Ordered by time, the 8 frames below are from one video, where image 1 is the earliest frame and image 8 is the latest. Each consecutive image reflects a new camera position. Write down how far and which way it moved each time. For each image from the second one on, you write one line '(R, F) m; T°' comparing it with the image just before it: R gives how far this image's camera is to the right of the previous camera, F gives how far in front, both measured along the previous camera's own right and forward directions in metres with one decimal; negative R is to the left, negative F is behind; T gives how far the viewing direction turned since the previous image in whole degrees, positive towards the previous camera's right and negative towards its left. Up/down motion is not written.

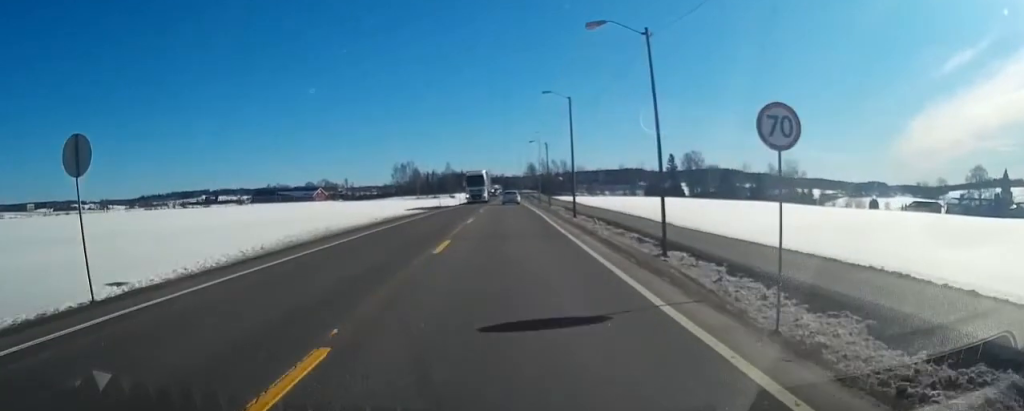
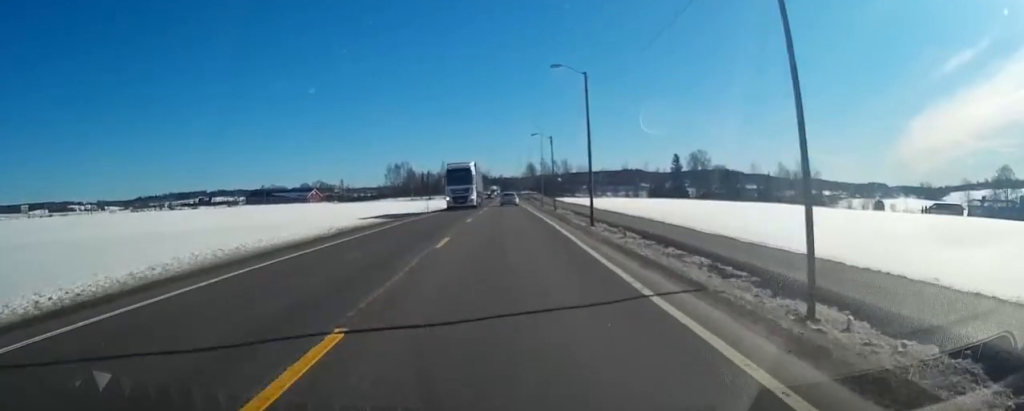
(0.0, +11.3) m; 0°
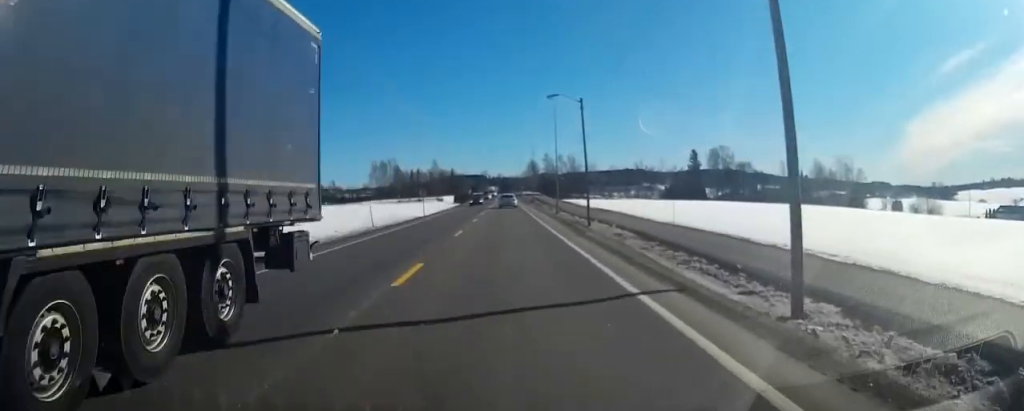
(0.0, +29.3) m; 0°
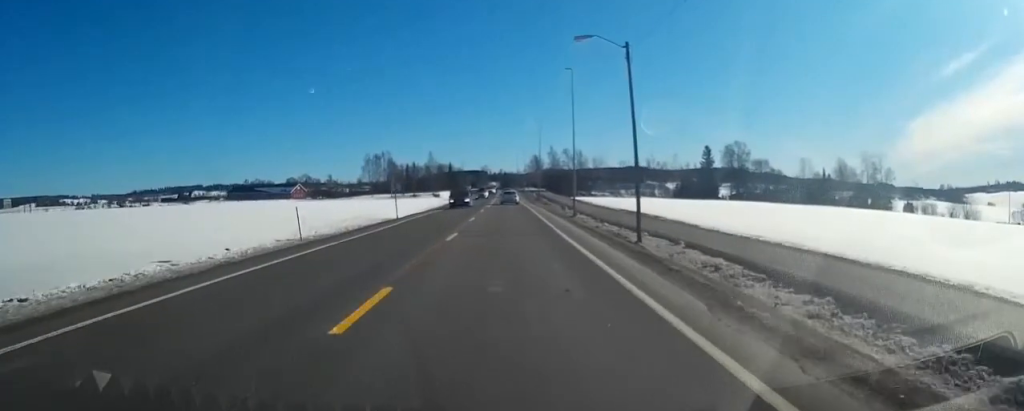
(+0.1, +15.5) m; 0°
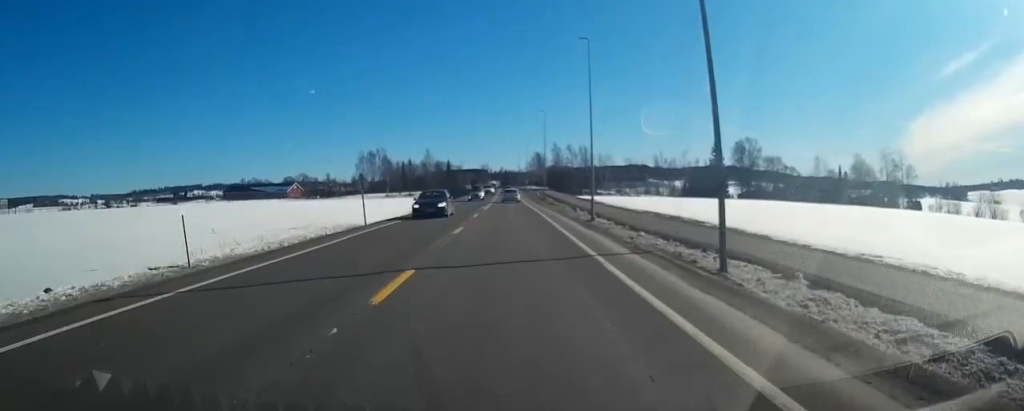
(0.0, +10.3) m; 0°
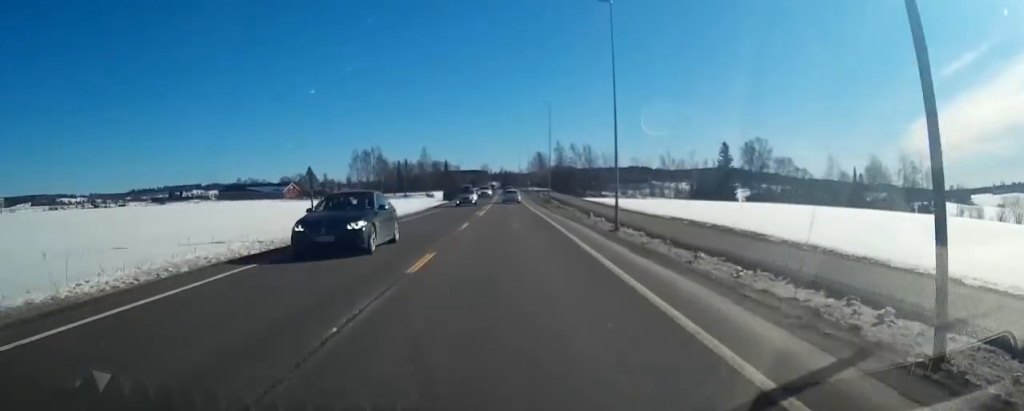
(0.0, +9.1) m; 0°
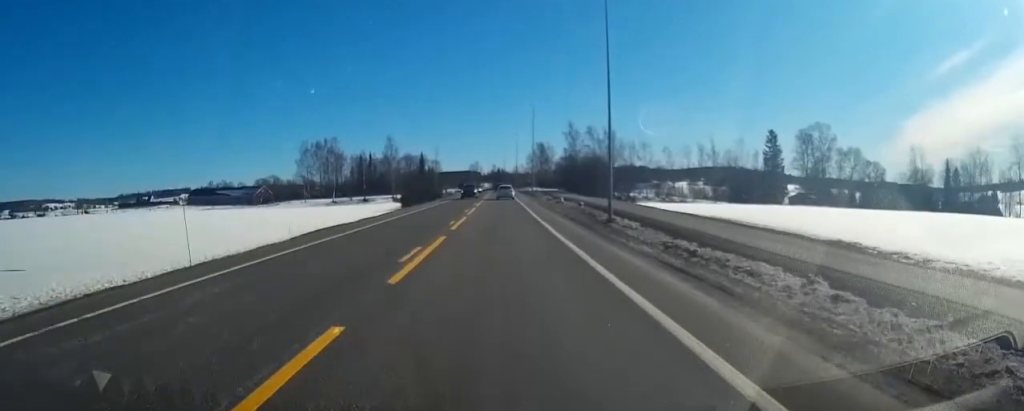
(+0.1, +47.8) m; +1°
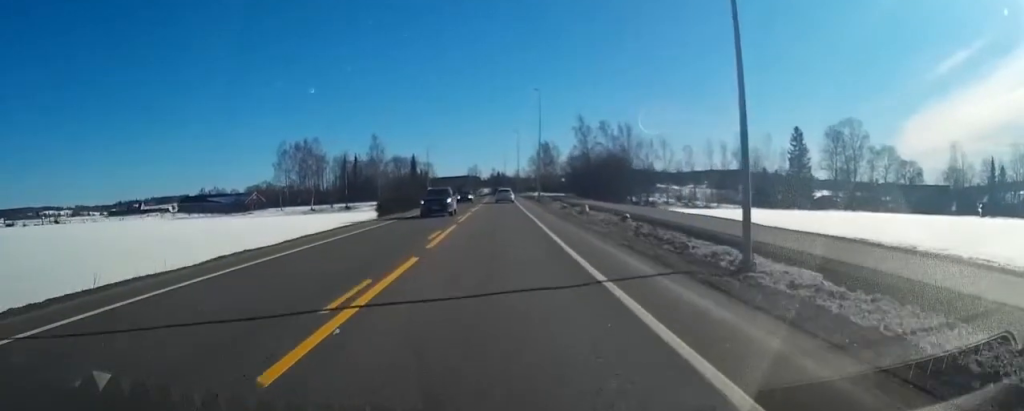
(+0.1, +16.8) m; 0°
